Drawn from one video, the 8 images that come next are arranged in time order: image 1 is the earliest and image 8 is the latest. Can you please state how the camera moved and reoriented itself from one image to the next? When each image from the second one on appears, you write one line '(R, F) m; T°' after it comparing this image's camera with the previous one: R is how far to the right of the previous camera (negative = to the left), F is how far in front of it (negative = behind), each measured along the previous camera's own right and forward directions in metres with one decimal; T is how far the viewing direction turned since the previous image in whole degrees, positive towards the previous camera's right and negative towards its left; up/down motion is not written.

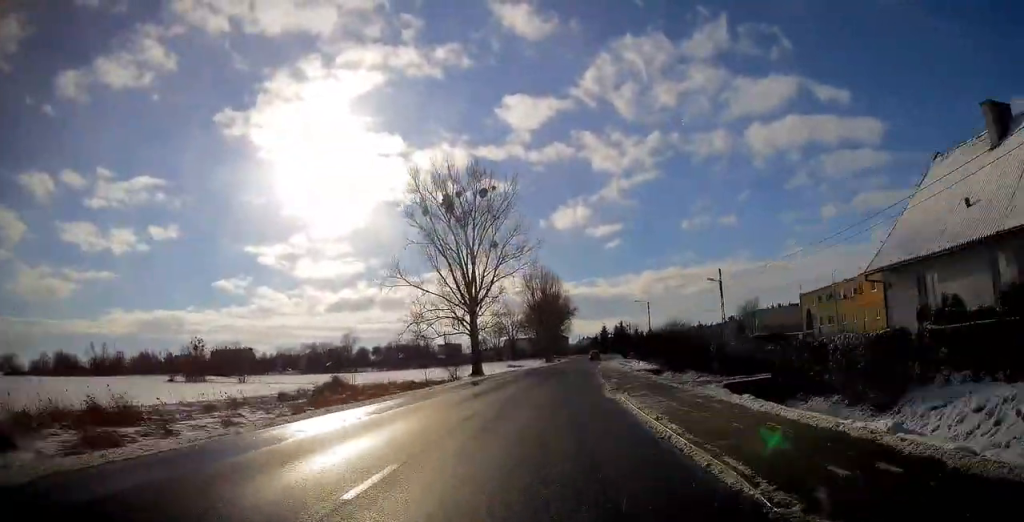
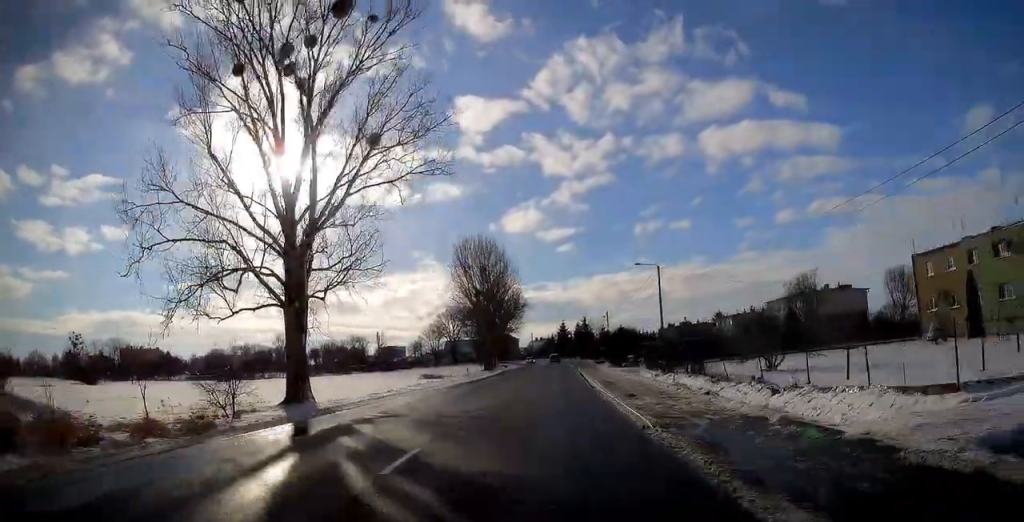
(+1.8, +40.6) m; +4°
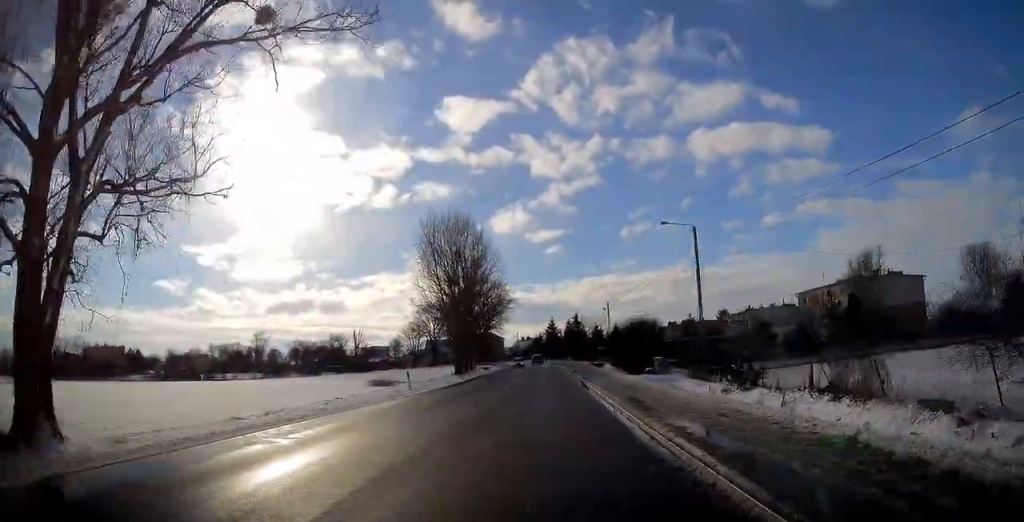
(+0.2, +16.9) m; +1°
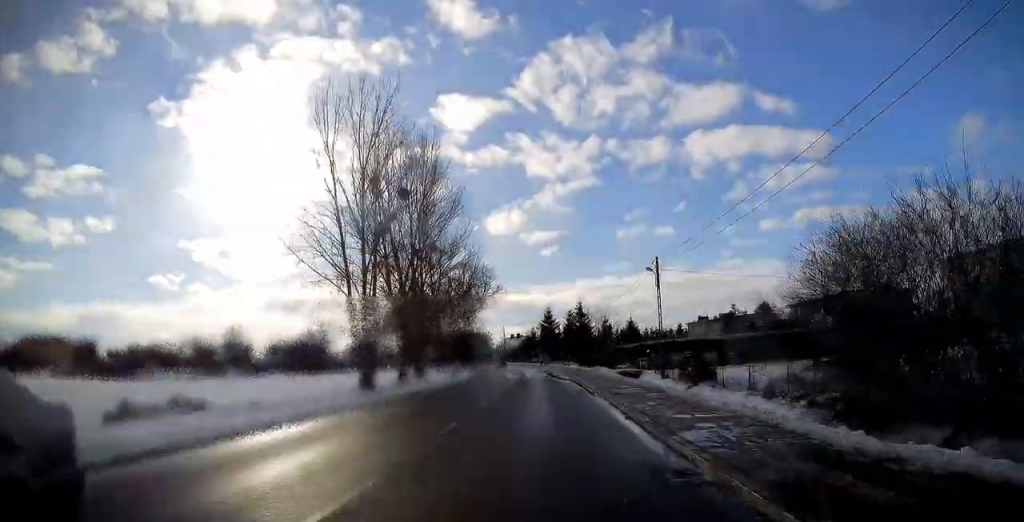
(+0.3, +33.4) m; 0°
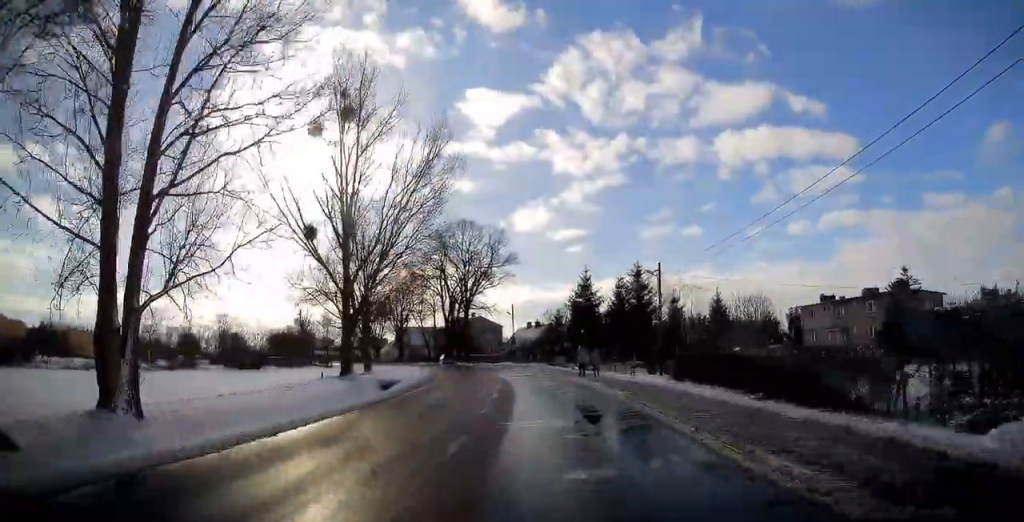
(-0.4, +43.5) m; -3°
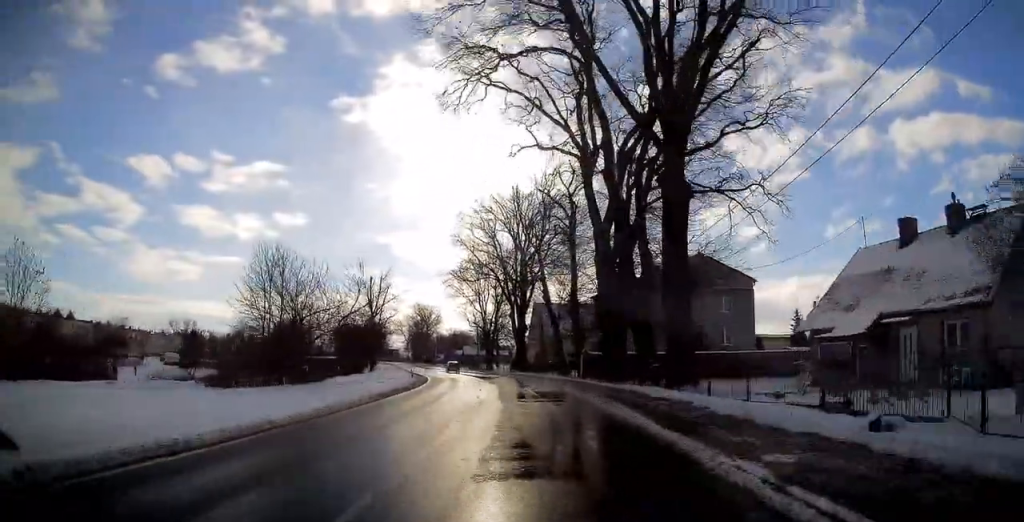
(-11.0, +81.1) m; -17°
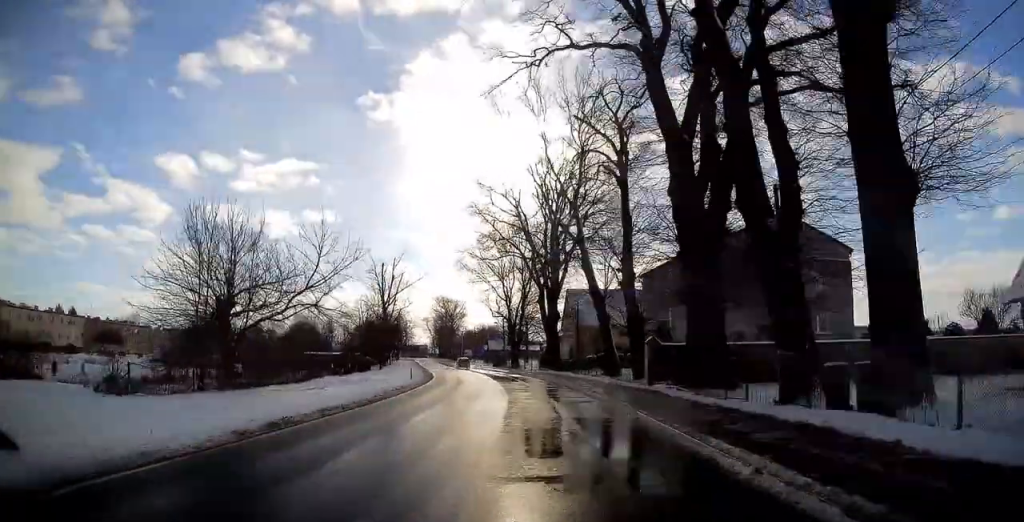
(-0.4, +13.1) m; -3°
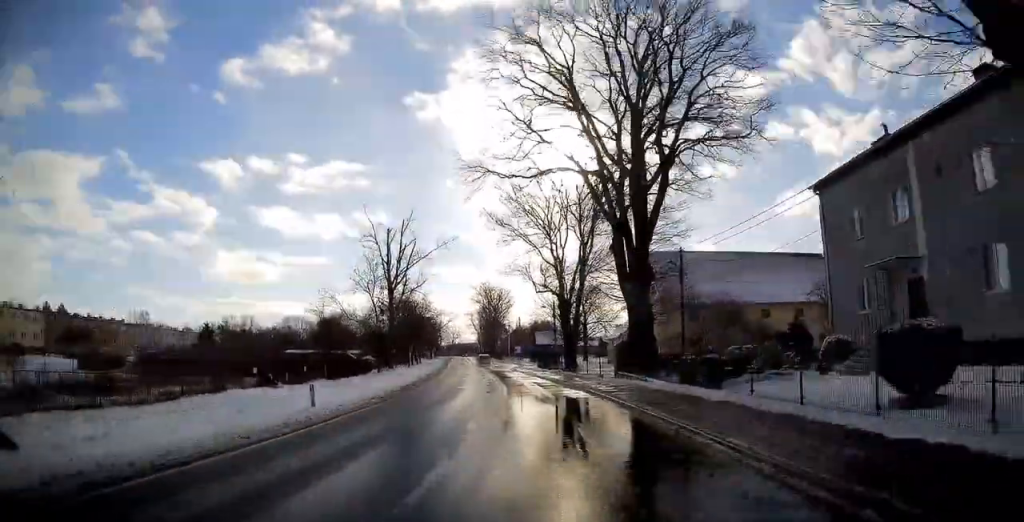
(-1.4, +27.1) m; -5°
